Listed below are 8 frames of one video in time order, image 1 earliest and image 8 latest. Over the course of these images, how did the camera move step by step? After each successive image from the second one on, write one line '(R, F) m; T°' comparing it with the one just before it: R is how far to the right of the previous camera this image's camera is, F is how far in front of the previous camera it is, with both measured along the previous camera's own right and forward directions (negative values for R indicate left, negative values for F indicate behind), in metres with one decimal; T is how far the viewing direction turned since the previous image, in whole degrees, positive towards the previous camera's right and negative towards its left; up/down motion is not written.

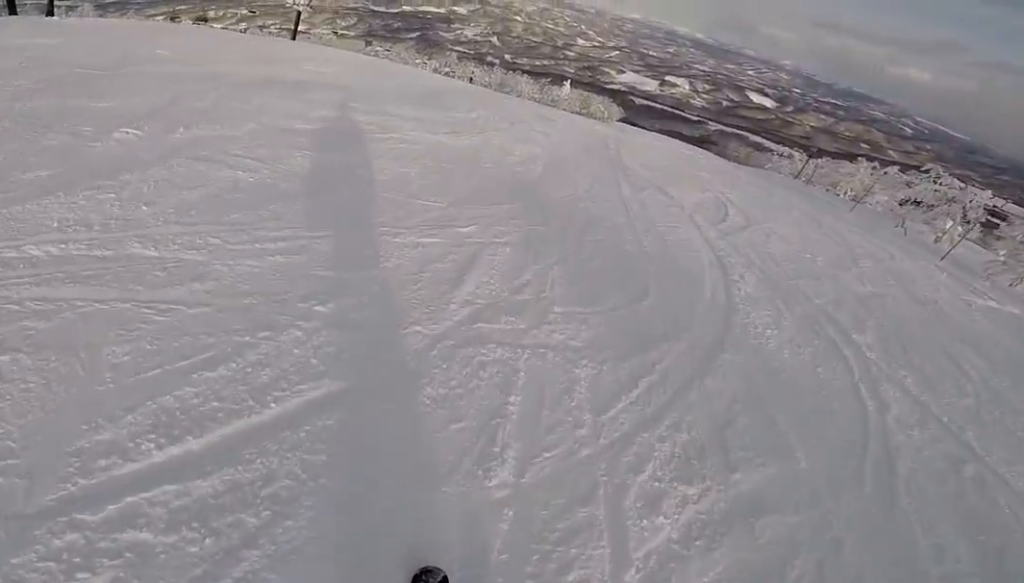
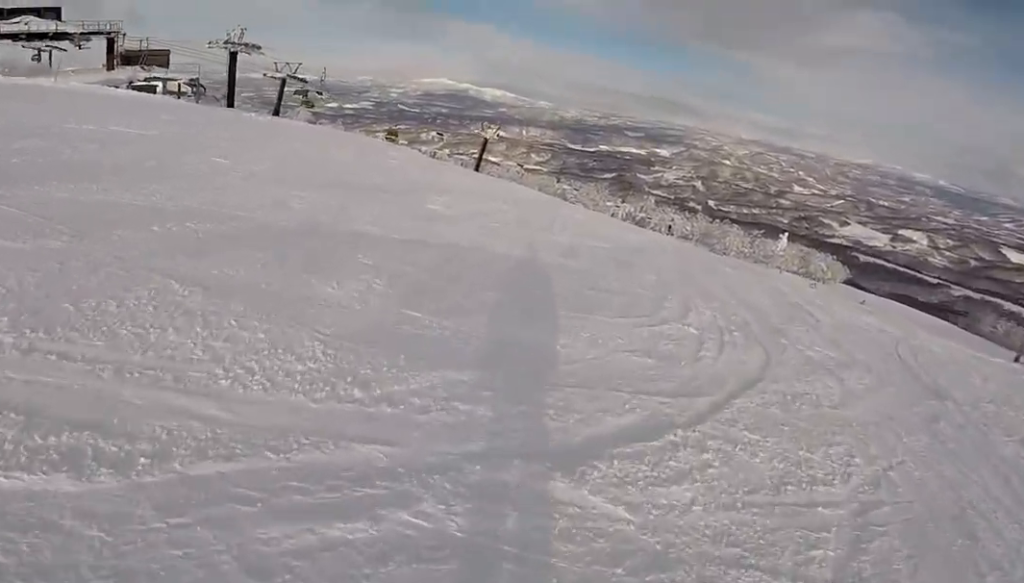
(-0.1, +5.3) m; -17°
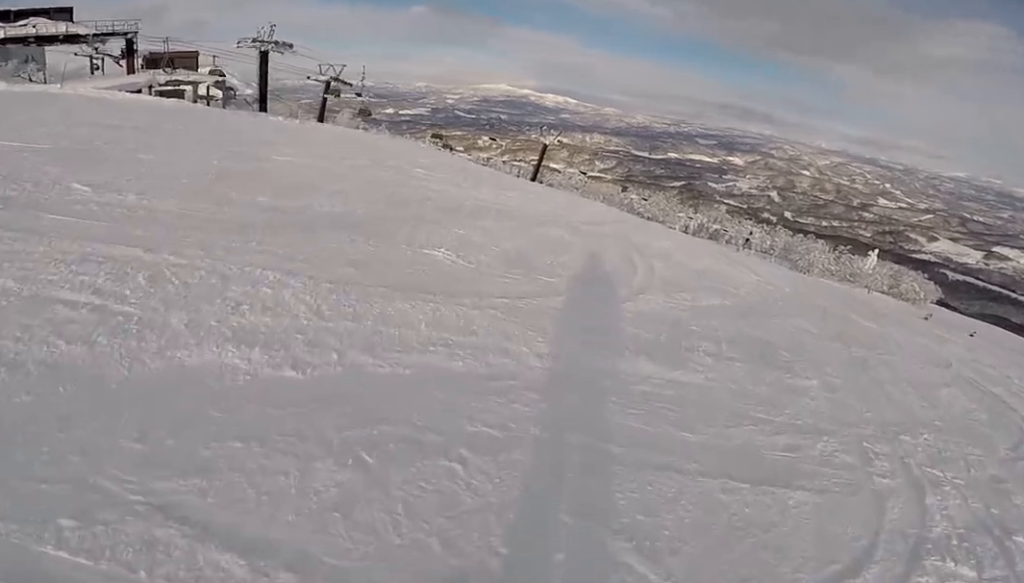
(-0.8, +3.5) m; -15°
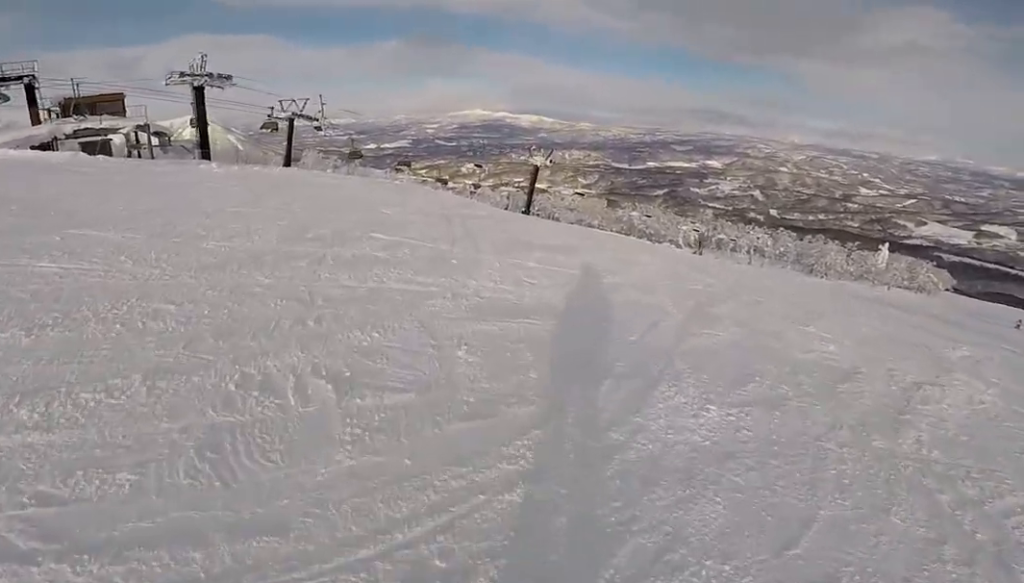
(-1.5, +6.2) m; -10°
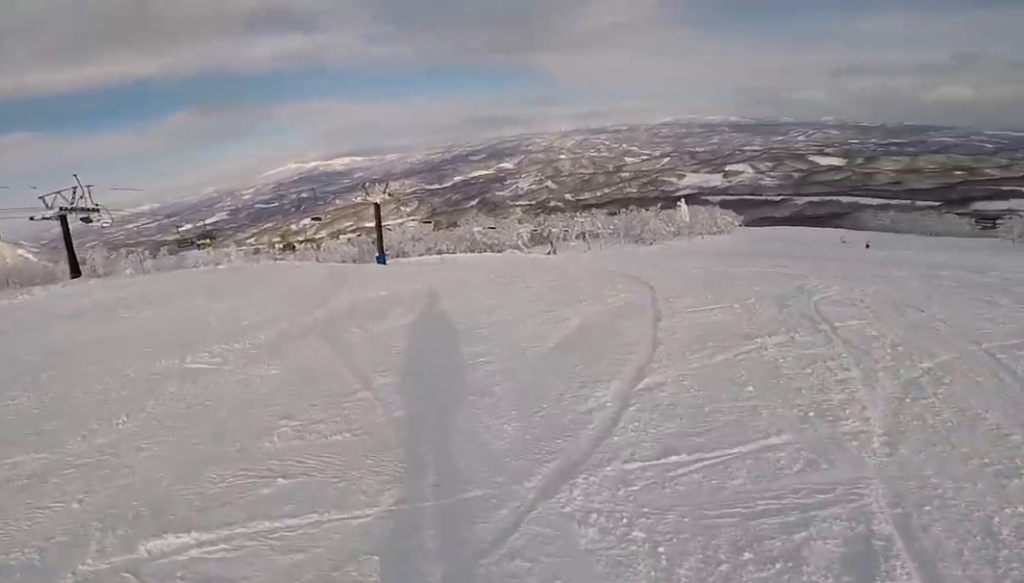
(+0.8, +7.0) m; +21°
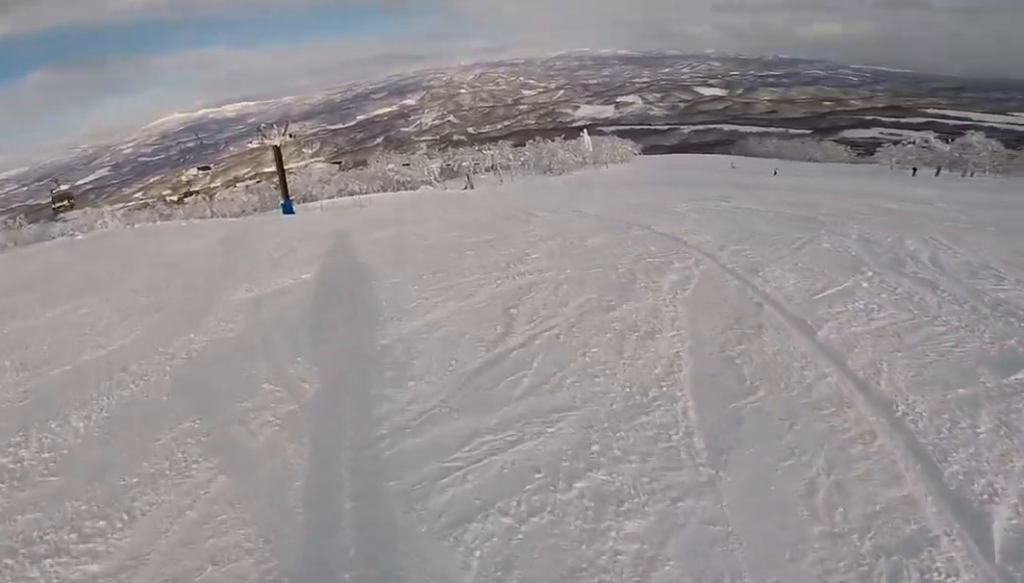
(+0.4, +3.6) m; +12°
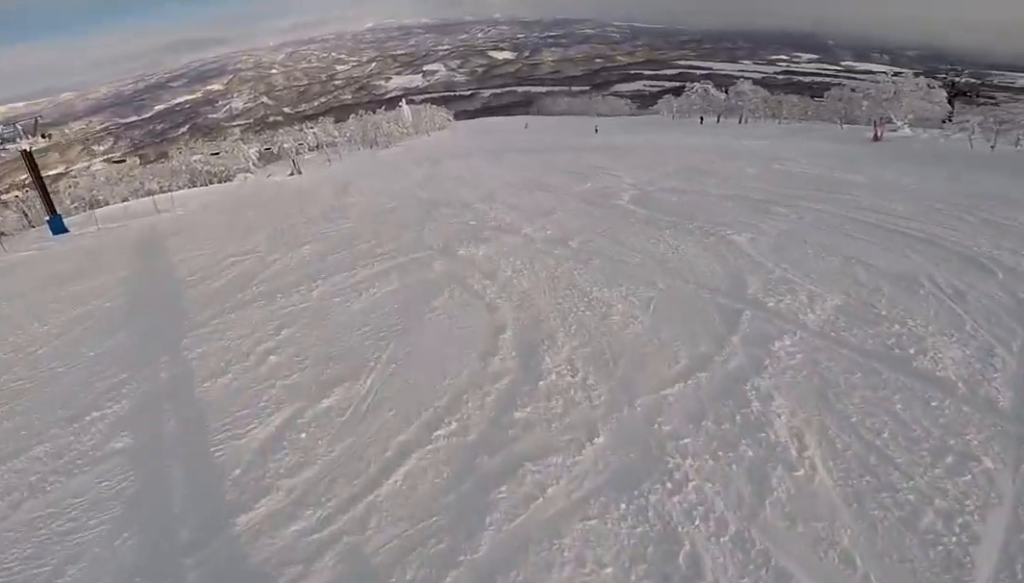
(+0.9, +6.4) m; +17°
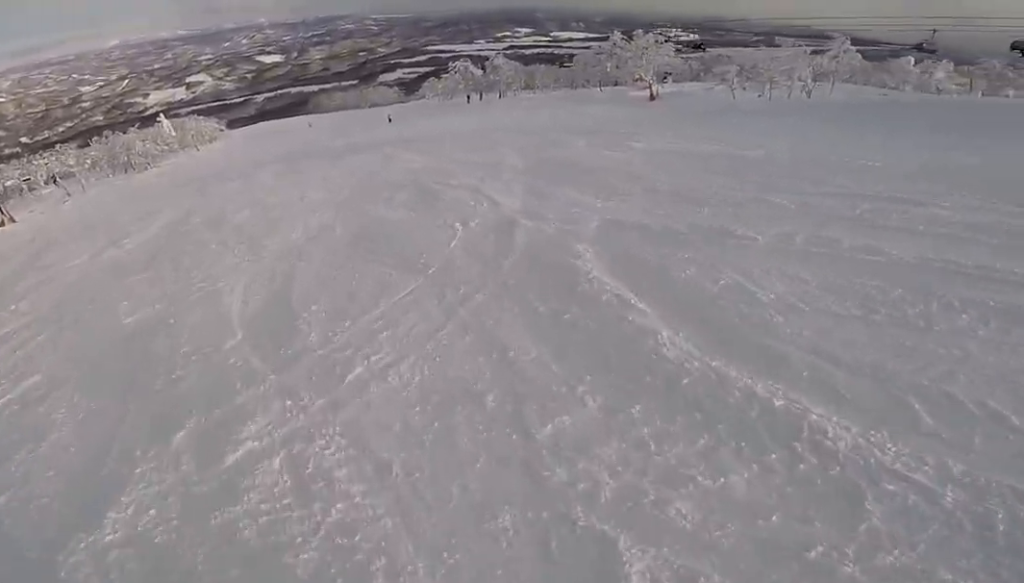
(+1.3, +7.2) m; +30°
